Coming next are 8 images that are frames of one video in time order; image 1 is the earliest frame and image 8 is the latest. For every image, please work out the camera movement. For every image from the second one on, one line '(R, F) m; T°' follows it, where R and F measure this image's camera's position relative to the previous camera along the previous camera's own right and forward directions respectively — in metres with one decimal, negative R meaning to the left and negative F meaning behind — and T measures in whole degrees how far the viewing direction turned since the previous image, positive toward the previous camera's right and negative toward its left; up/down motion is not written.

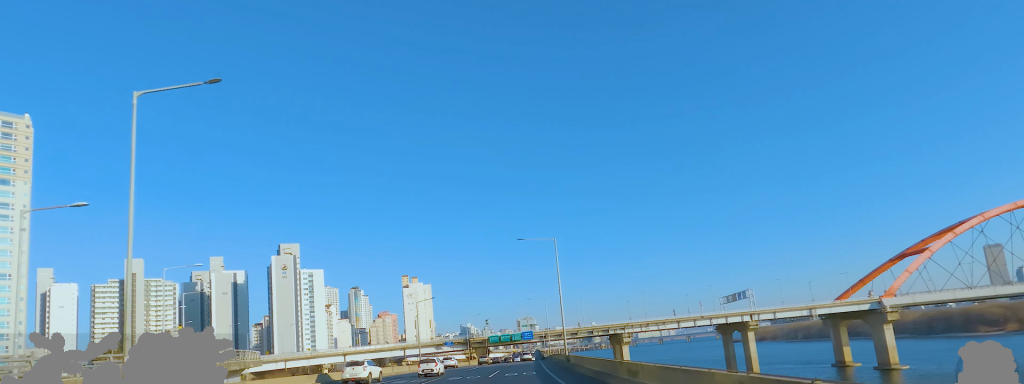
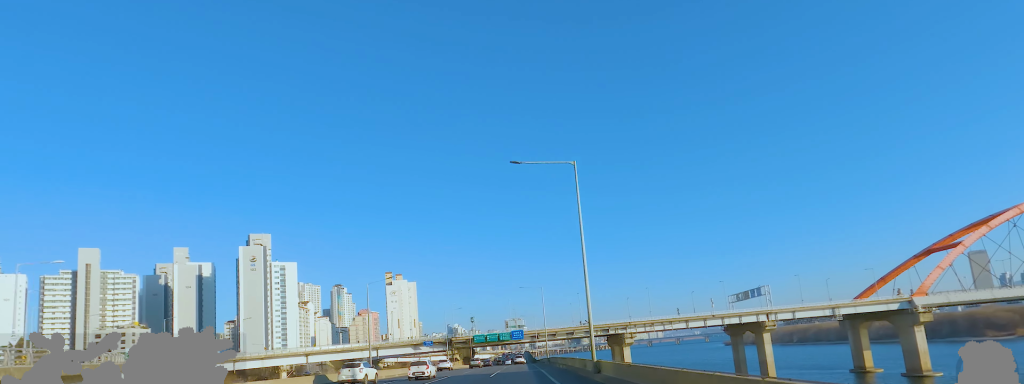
(+1.5, +19.3) m; +3°
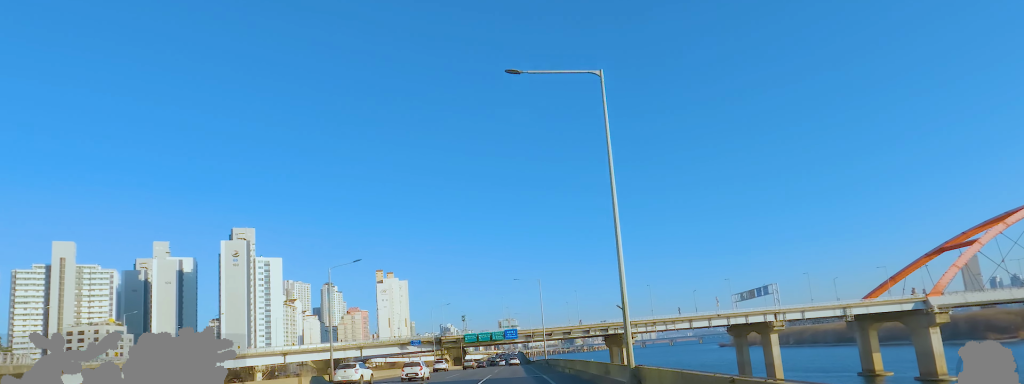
(-0.2, +9.1) m; -1°
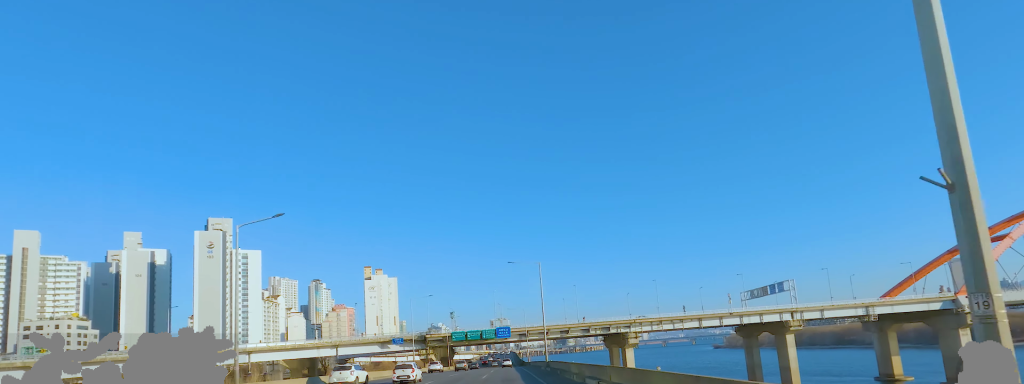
(-0.2, +13.2) m; 0°
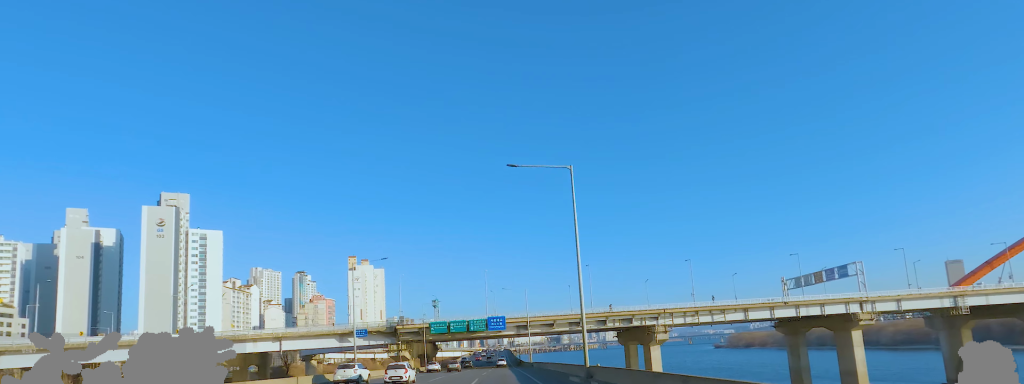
(+0.4, +28.5) m; +1°
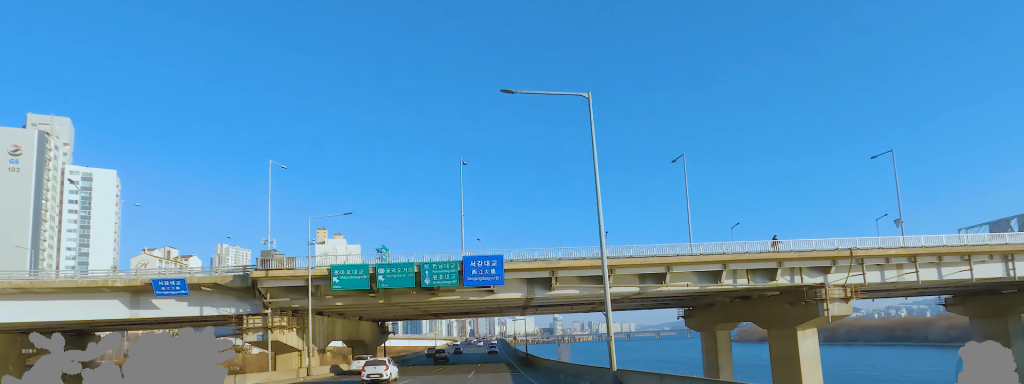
(-0.7, +55.8) m; 0°
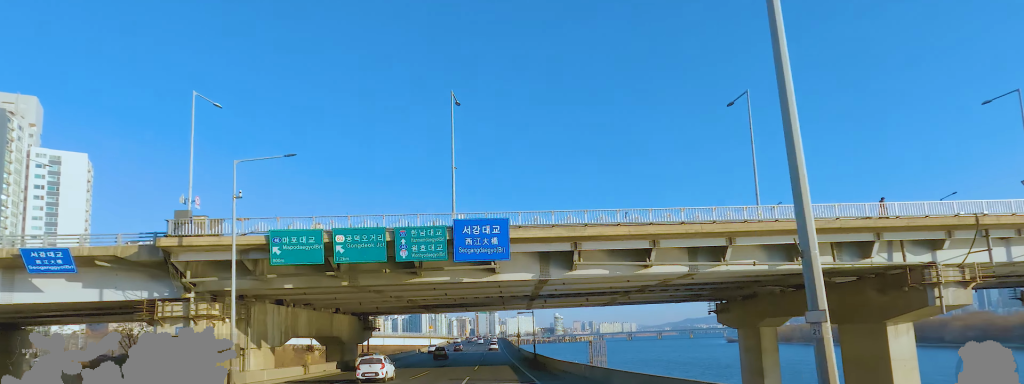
(+0.3, +11.9) m; 0°
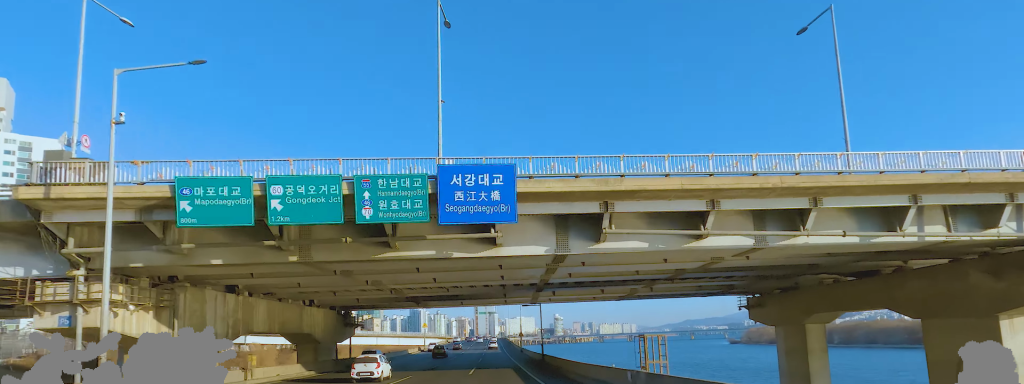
(0.0, +9.1) m; 0°
